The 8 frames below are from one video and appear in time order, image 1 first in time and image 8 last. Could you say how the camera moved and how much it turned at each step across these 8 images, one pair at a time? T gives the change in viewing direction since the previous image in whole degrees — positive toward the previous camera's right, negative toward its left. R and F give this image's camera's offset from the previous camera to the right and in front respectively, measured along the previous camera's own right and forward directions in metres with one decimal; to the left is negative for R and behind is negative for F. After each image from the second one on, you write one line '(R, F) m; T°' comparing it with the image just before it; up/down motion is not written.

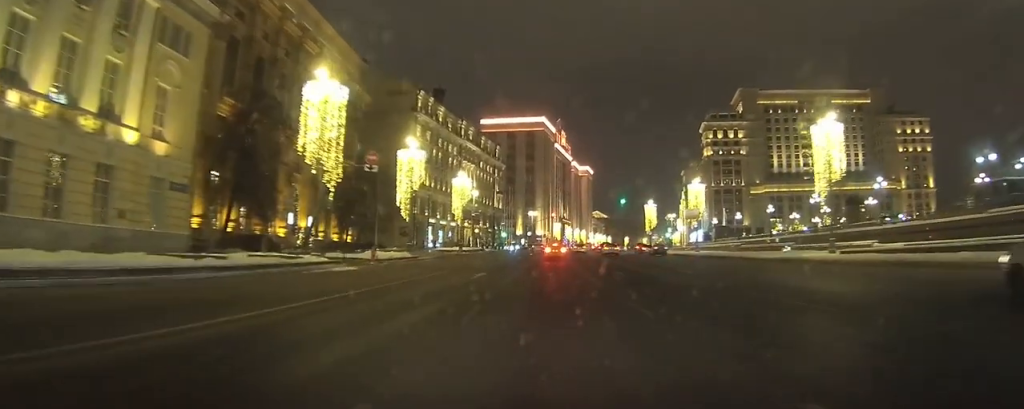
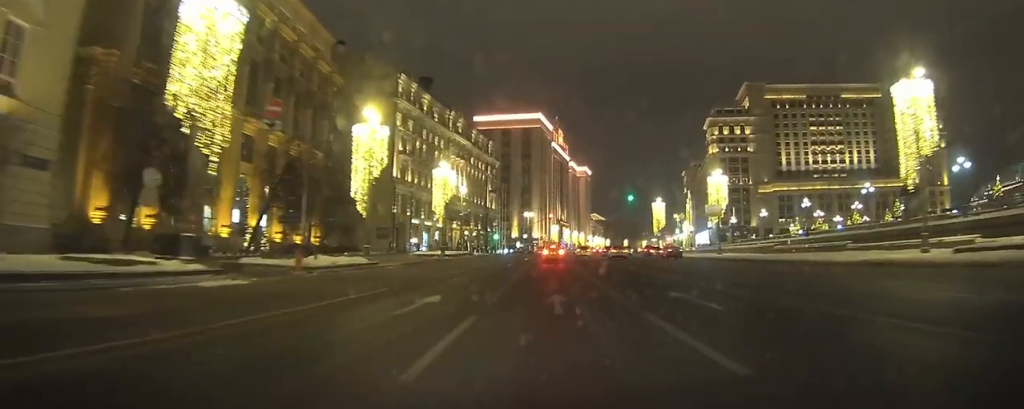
(+0.1, +11.8) m; 0°
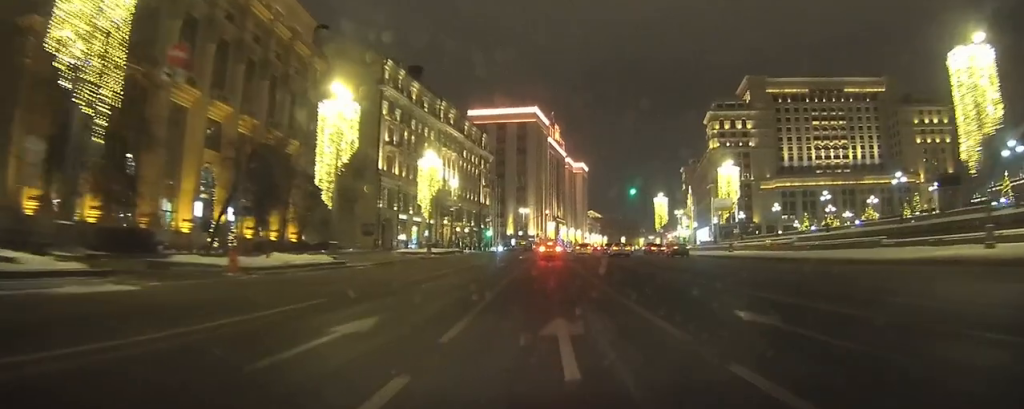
(0.0, +5.8) m; 0°
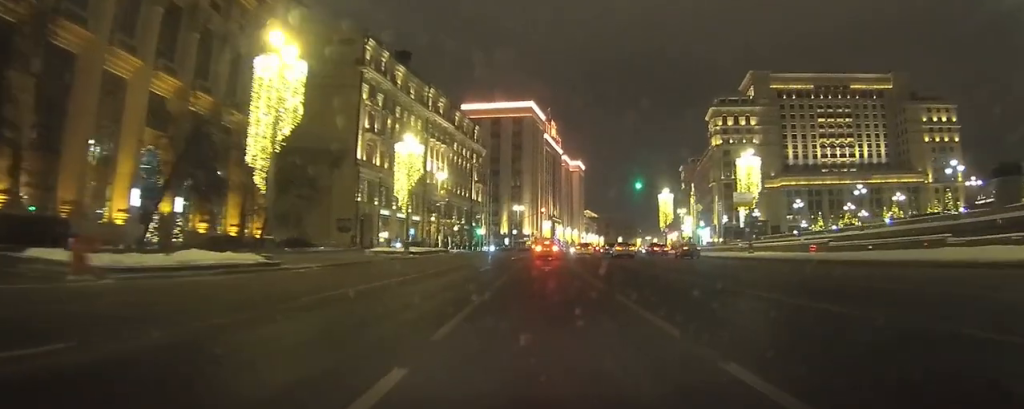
(0.0, +7.9) m; 0°
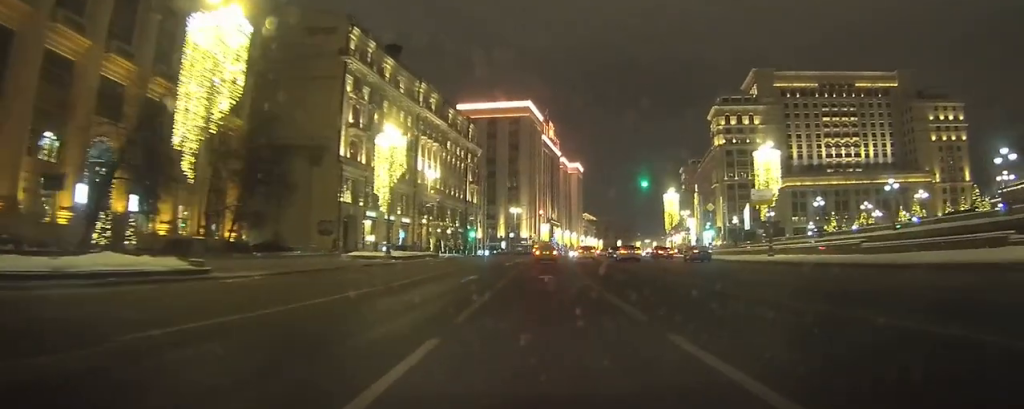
(0.0, +5.6) m; 0°
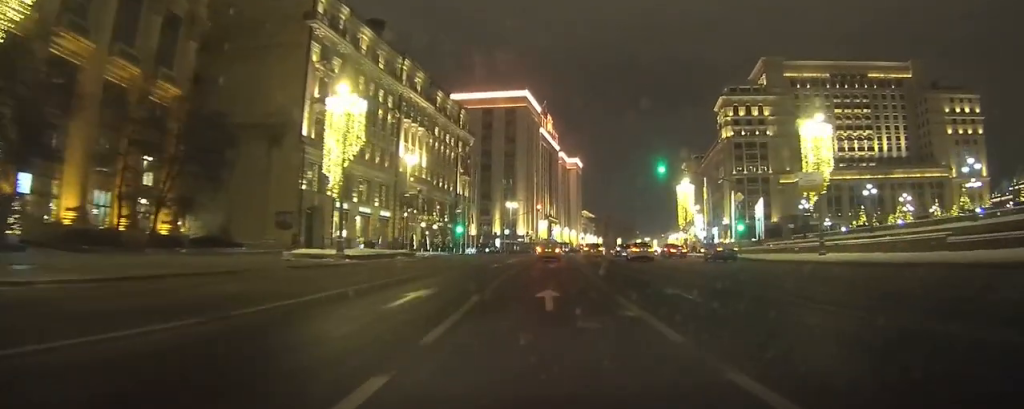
(0.0, +10.6) m; +1°
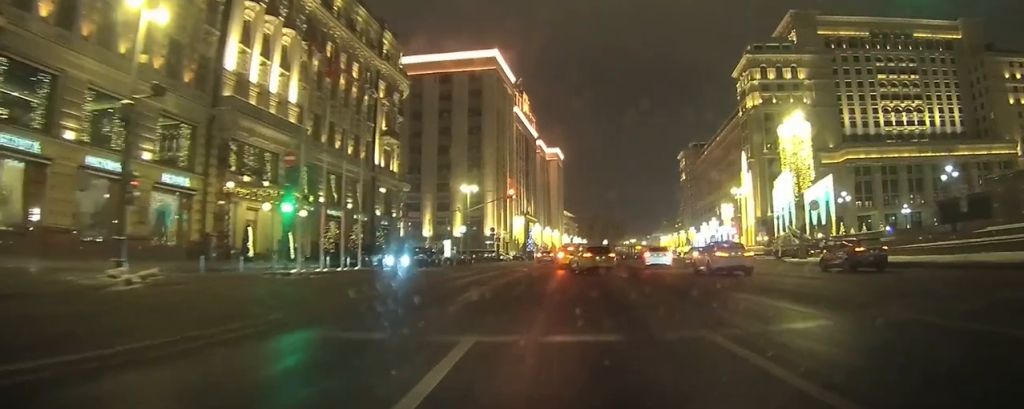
(+1.5, +41.4) m; +6°
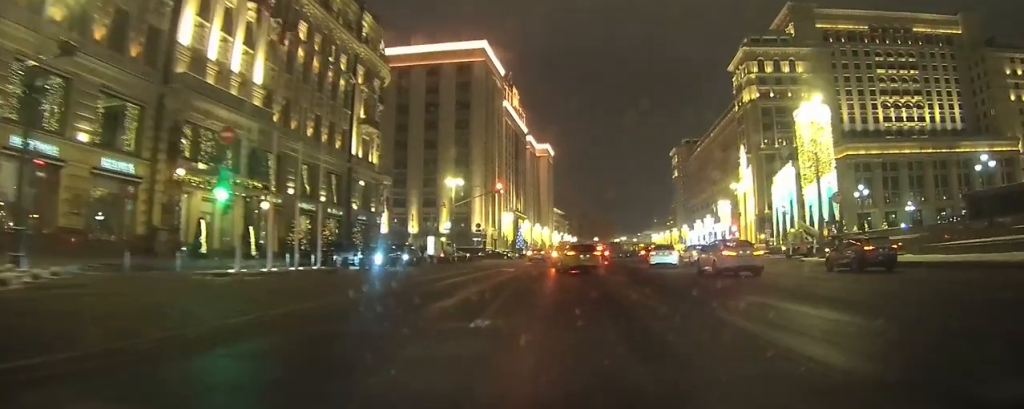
(0.0, +4.4) m; 0°
